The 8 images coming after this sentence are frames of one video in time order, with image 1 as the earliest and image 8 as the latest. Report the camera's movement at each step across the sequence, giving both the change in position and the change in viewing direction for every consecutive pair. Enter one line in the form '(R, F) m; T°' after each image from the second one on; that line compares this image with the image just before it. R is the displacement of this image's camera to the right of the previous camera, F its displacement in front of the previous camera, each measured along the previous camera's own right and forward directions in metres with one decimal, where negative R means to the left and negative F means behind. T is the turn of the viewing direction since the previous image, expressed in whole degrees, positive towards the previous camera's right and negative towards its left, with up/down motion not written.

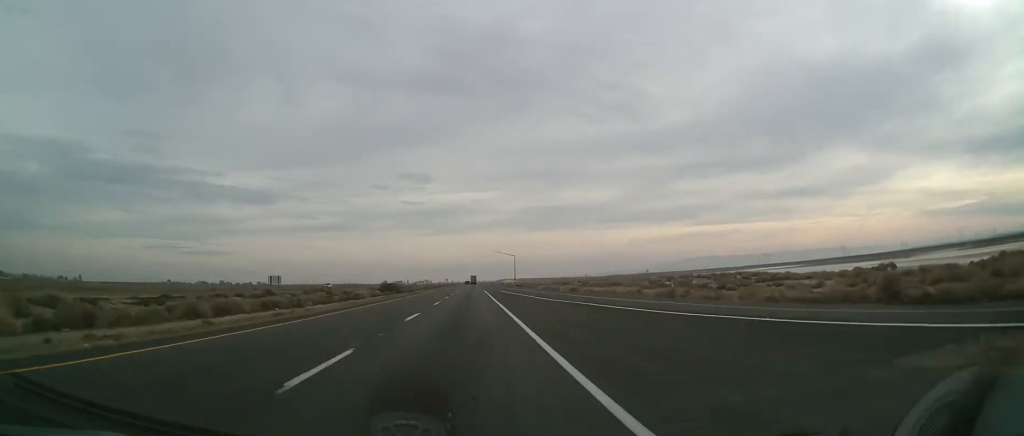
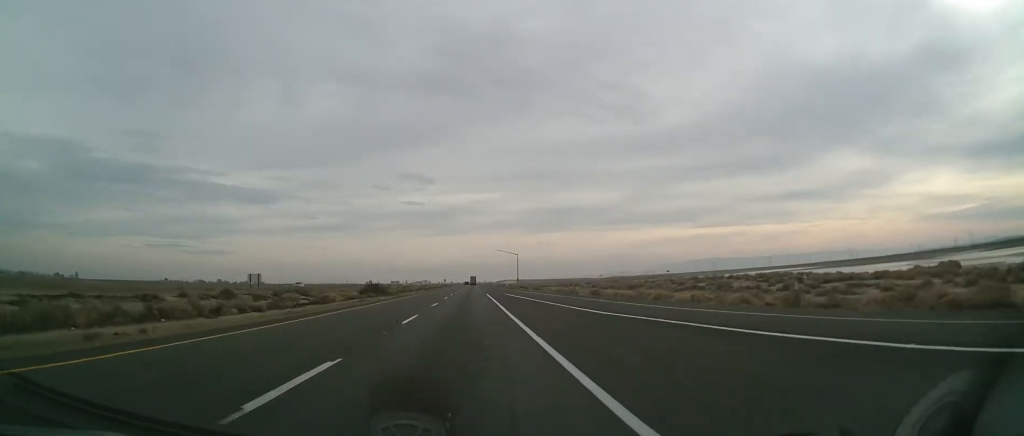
(0.0, +16.2) m; 0°
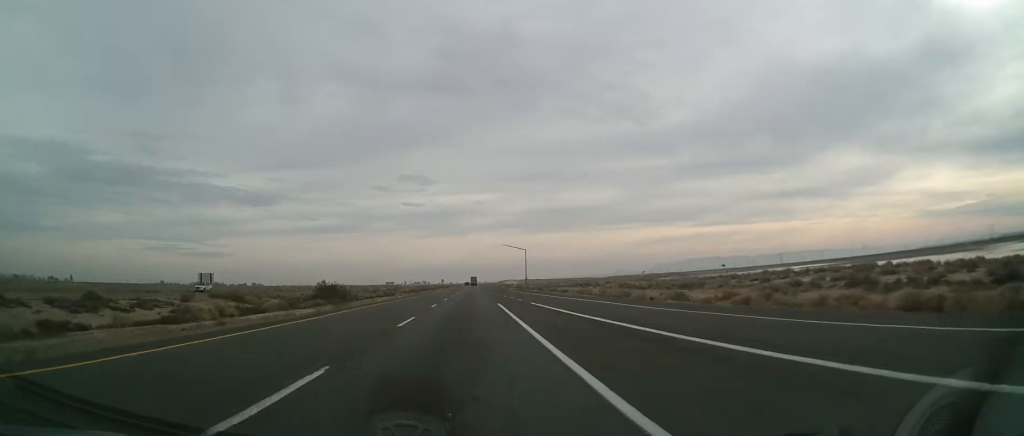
(0.0, +30.1) m; 0°
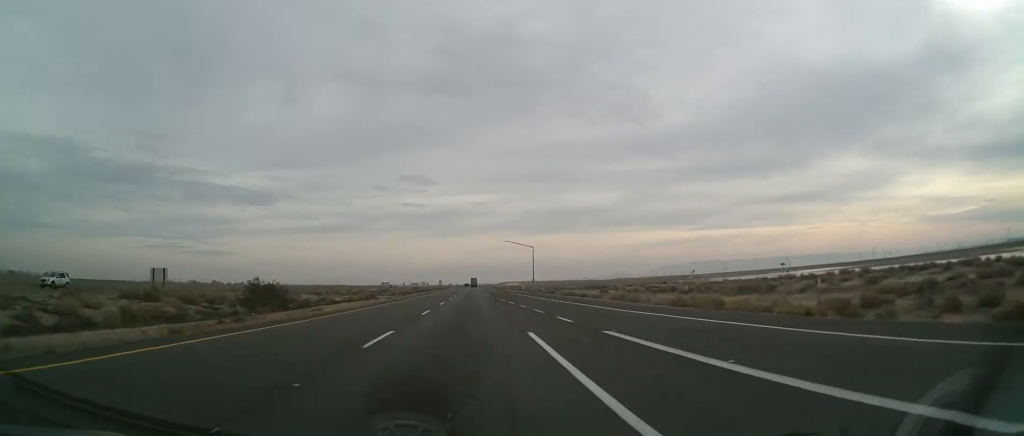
(0.0, +20.9) m; -1°
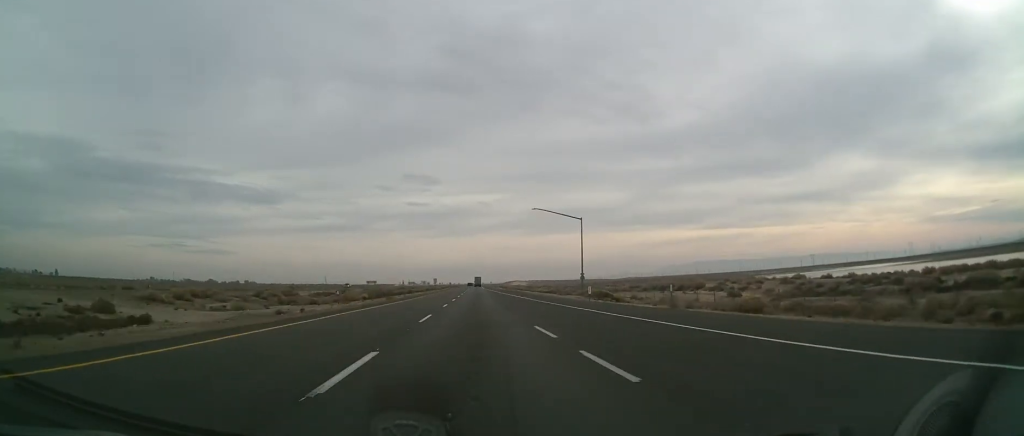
(-0.4, +63.8) m; 0°
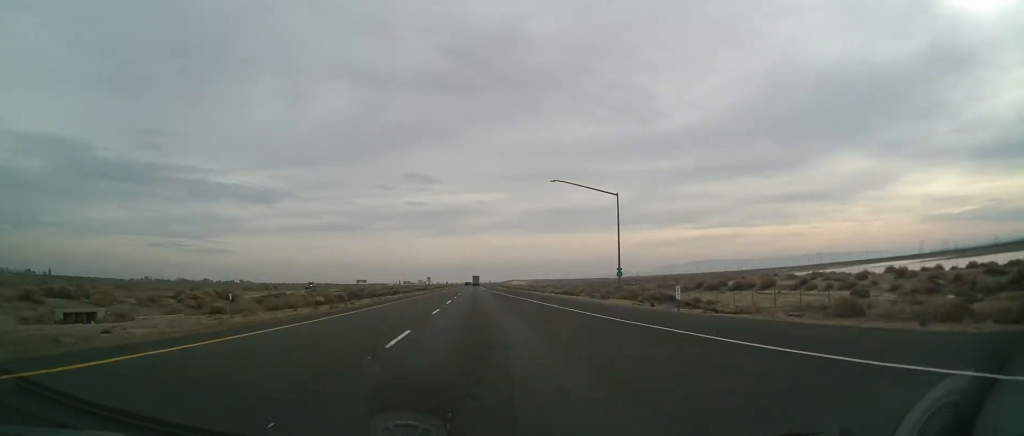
(+0.1, +23.2) m; 0°
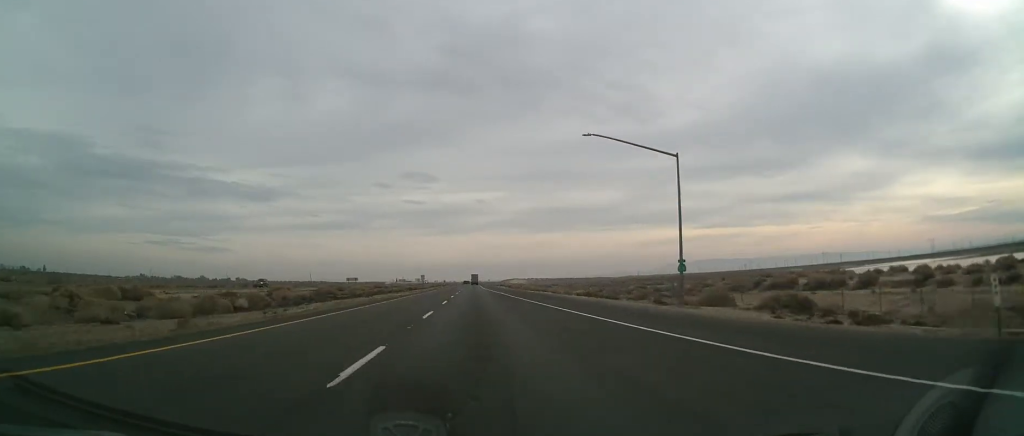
(-0.2, +19.8) m; -1°
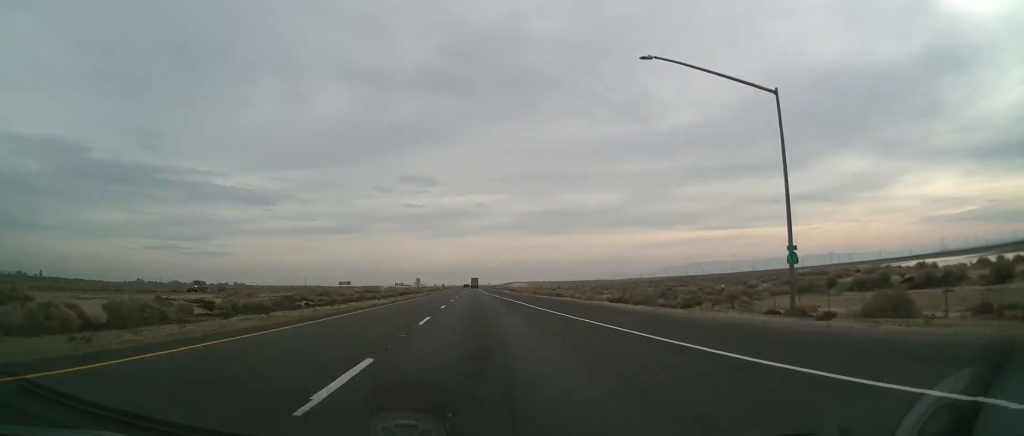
(0.0, +16.3) m; 0°
